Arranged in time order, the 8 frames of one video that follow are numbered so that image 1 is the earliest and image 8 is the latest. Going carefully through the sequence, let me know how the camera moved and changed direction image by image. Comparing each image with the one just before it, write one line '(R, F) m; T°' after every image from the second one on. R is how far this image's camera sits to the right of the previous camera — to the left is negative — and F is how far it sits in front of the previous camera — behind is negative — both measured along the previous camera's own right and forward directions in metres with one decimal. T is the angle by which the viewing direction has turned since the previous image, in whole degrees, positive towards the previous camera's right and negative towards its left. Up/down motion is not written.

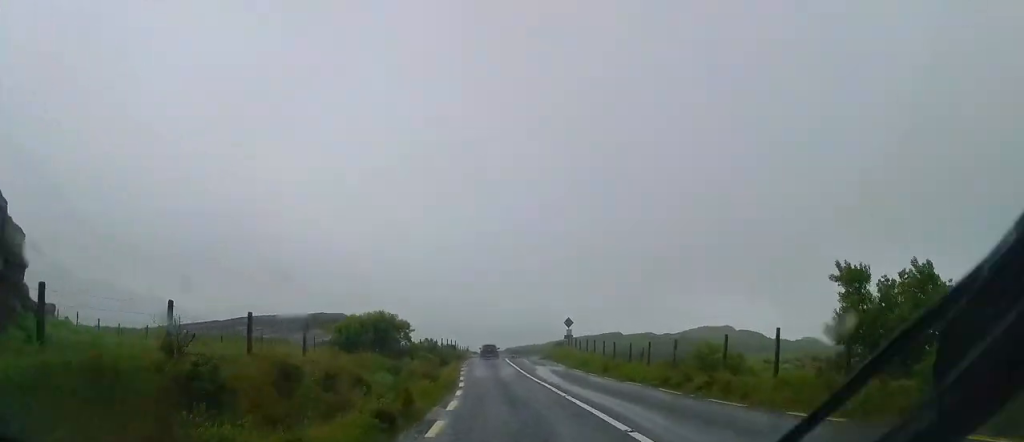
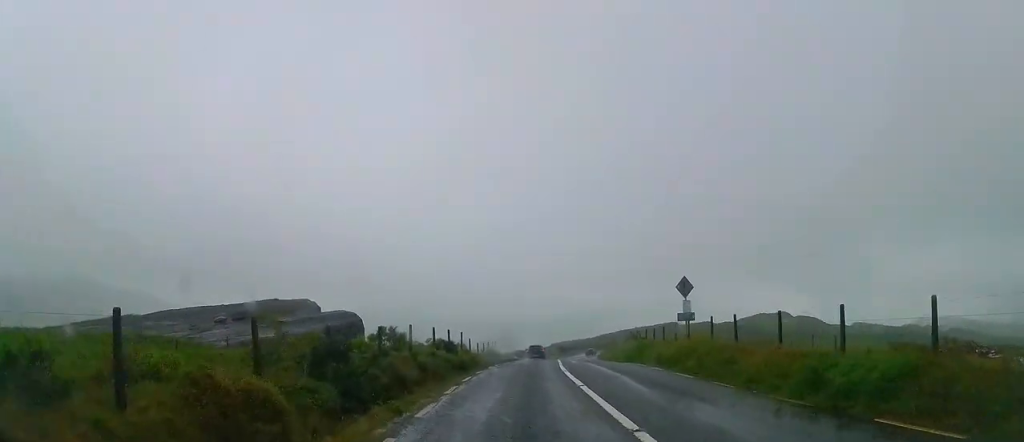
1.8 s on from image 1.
(-1.4, +26.9) m; -4°
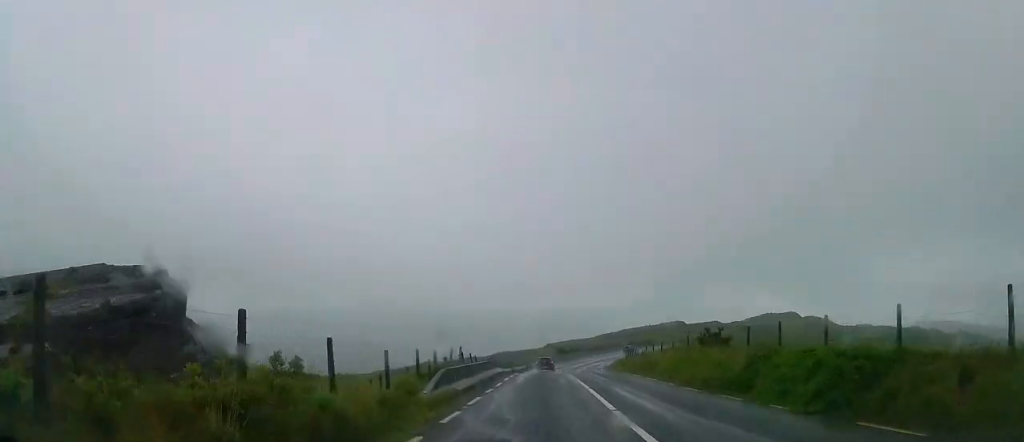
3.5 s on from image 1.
(+0.5, +23.8) m; +5°
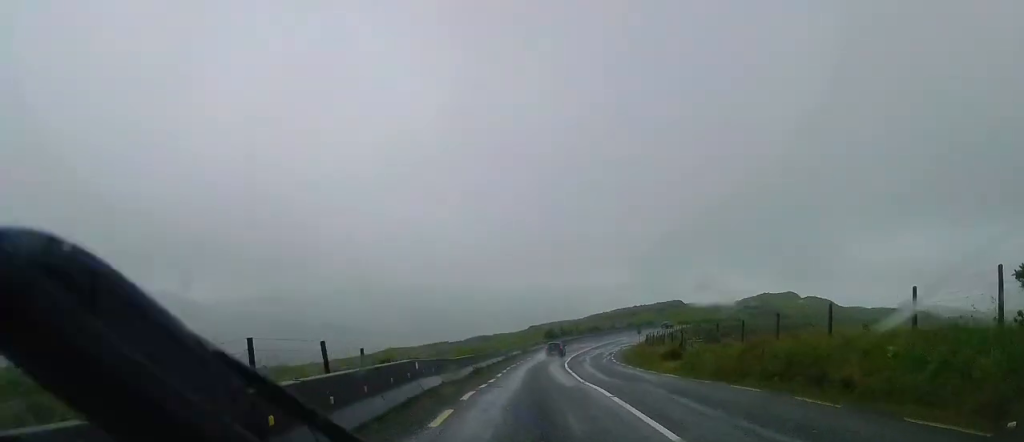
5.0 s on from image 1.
(+0.4, +21.4) m; +1°
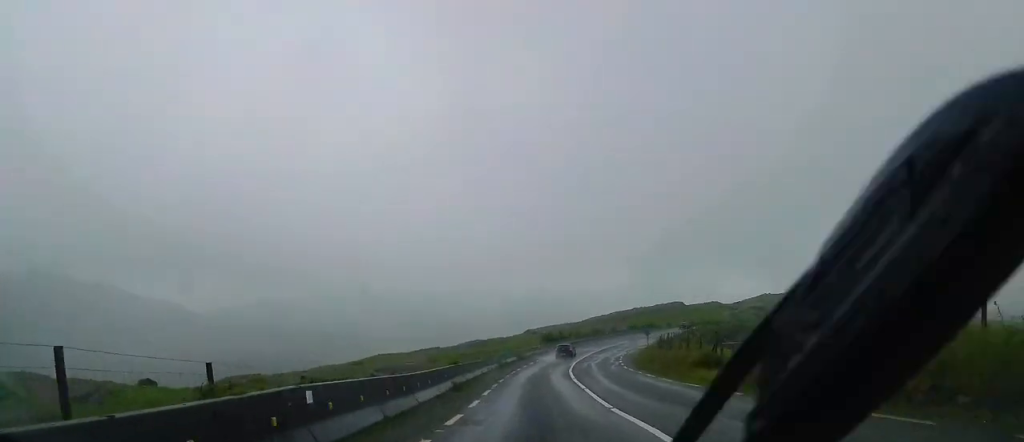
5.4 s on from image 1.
(-0.2, +6.7) m; +1°
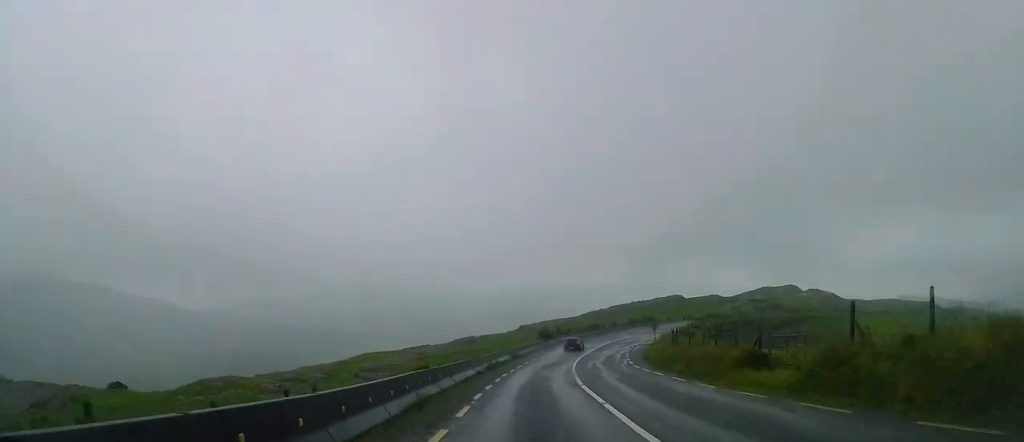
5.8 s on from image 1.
(+0.3, +5.8) m; +2°
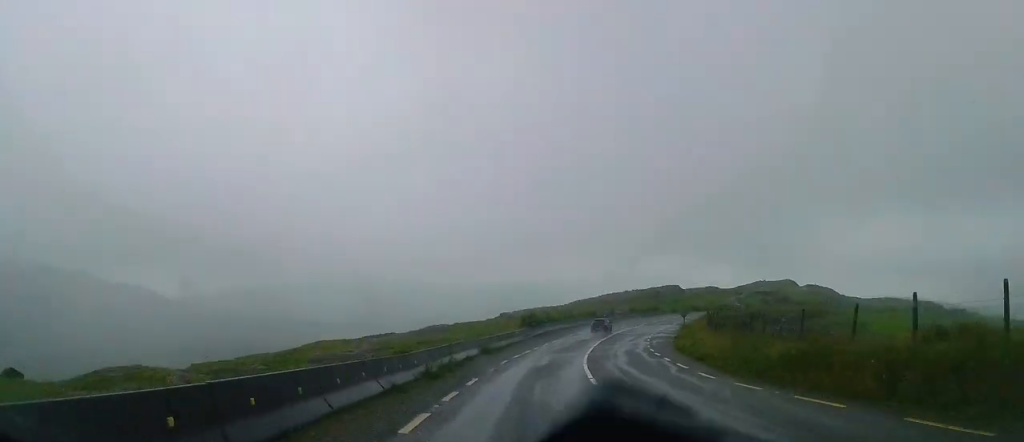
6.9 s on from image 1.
(+0.6, +16.2) m; +3°
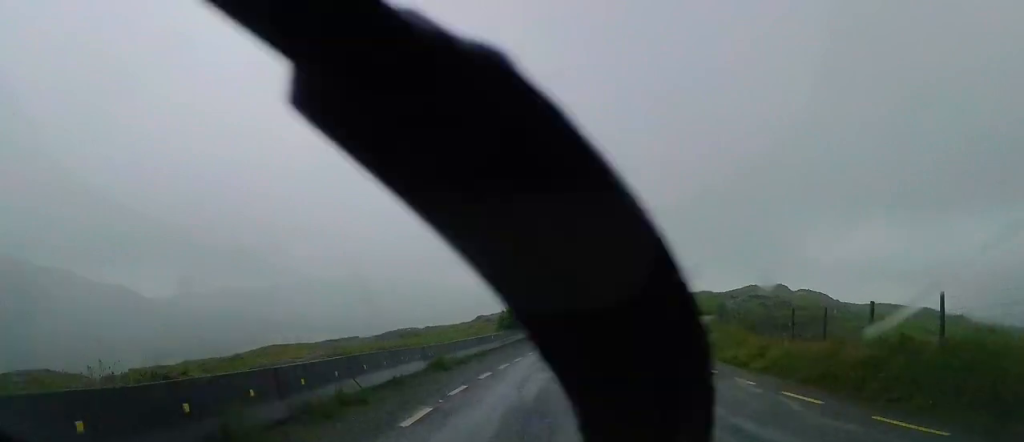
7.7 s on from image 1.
(+0.1, +11.5) m; +2°
